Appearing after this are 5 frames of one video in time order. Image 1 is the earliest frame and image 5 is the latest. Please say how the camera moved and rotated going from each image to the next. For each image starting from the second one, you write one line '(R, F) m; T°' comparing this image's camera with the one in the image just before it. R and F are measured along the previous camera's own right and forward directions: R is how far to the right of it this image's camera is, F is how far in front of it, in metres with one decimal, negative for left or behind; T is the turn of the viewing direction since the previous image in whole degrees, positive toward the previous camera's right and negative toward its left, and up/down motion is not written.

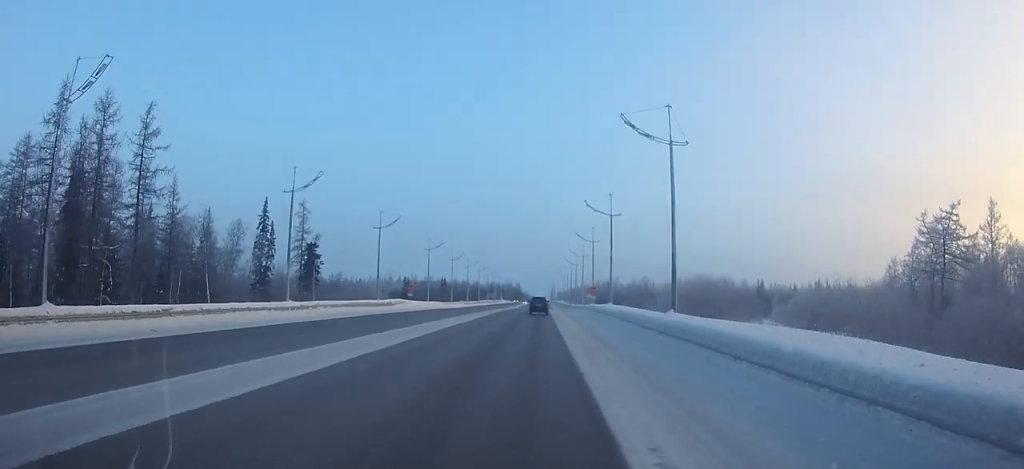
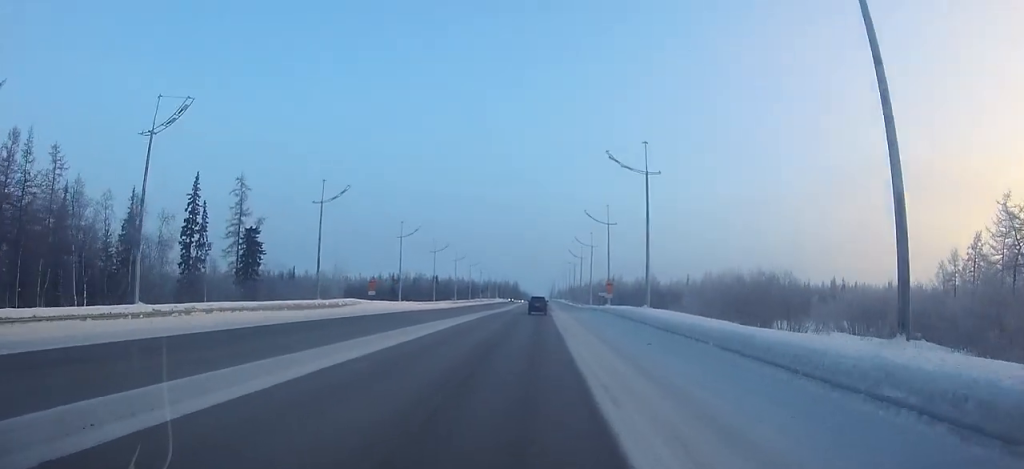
(0.0, +18.8) m; 0°
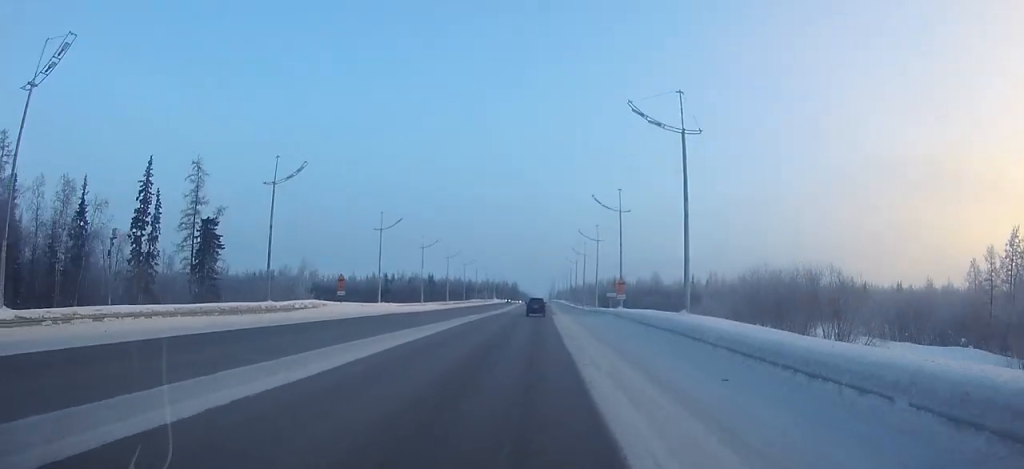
(0.0, +9.7) m; 0°
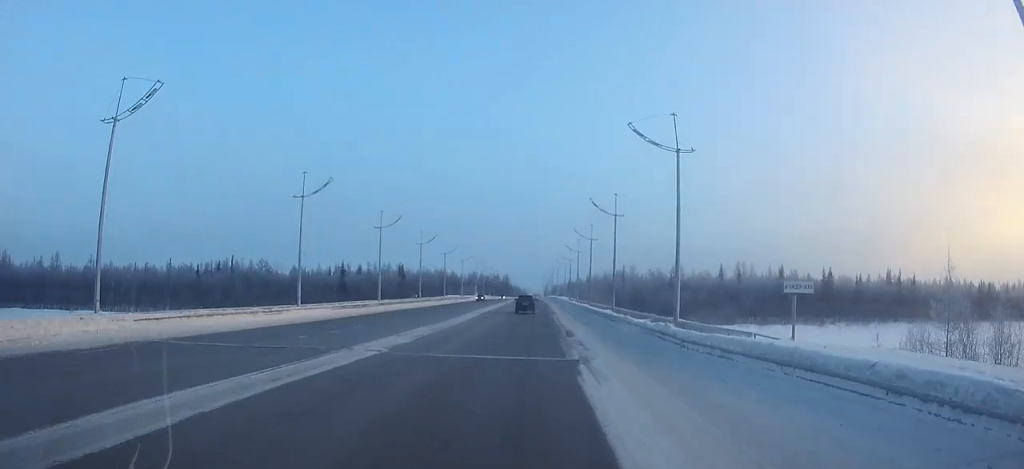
(+0.3, +46.2) m; +1°
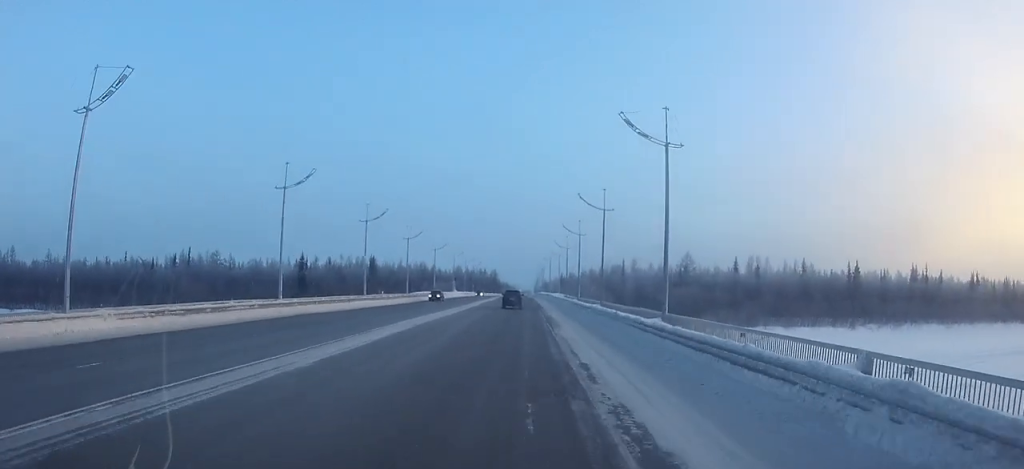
(+0.1, +25.3) m; 0°
